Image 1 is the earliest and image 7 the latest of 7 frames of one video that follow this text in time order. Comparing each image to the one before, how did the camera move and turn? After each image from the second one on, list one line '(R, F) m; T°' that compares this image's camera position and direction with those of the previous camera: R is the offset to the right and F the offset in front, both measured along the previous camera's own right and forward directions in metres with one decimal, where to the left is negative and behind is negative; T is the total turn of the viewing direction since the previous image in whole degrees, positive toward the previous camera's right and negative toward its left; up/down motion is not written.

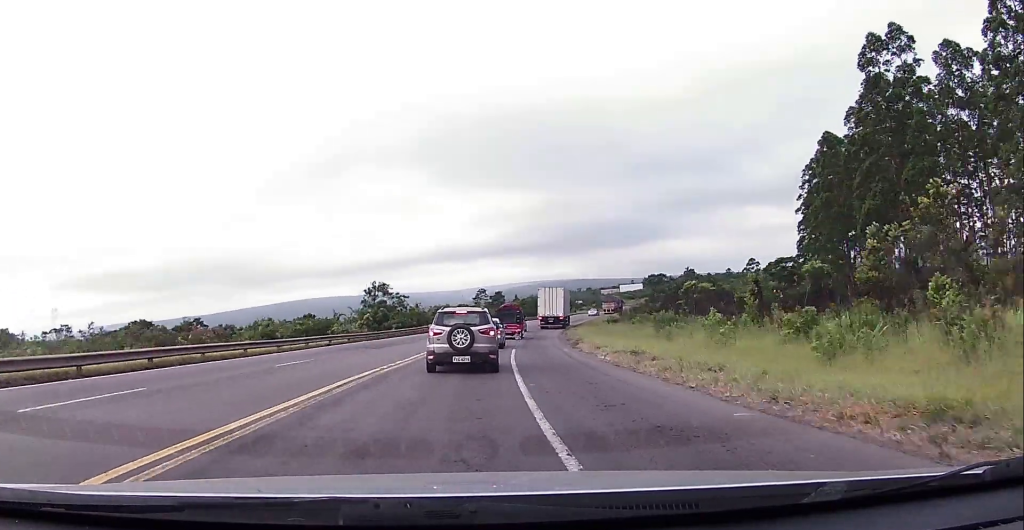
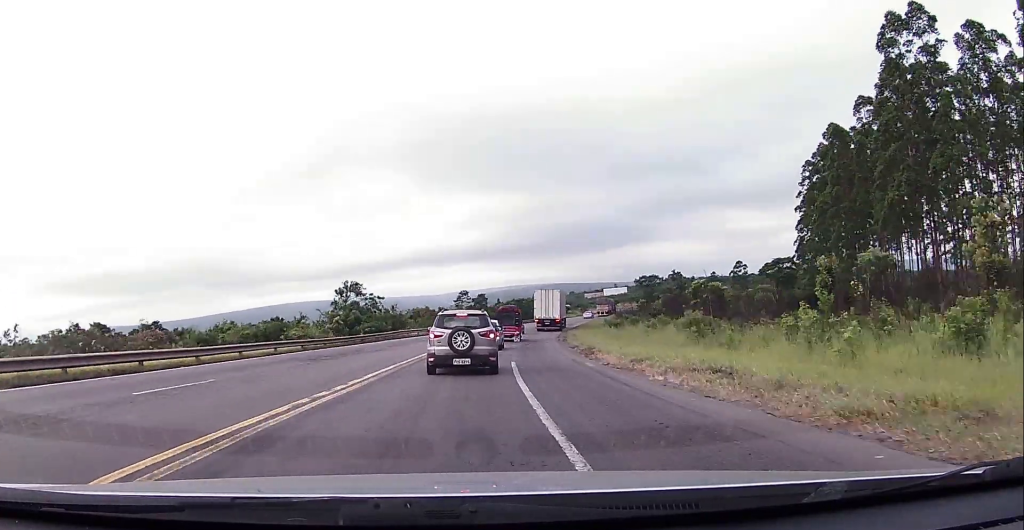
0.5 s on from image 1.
(0.0, +8.1) m; +2°
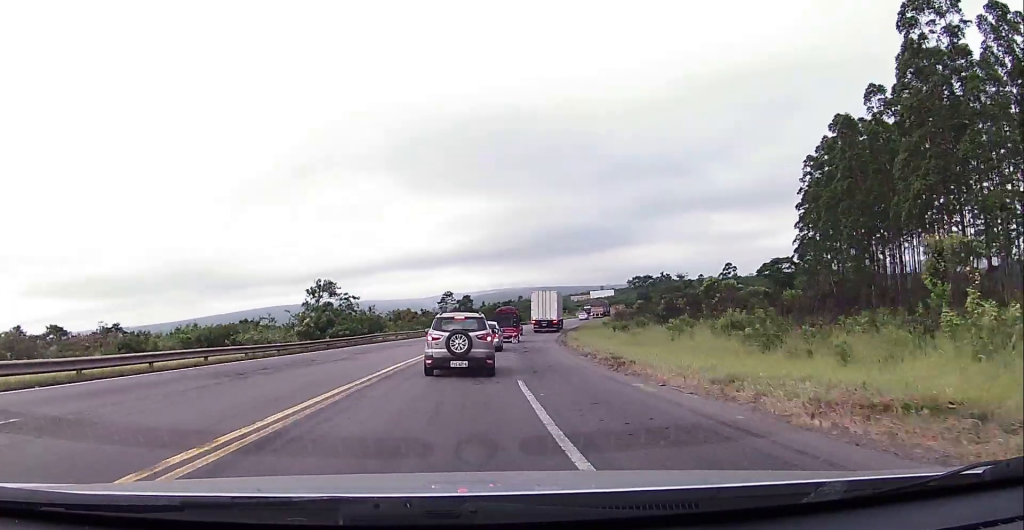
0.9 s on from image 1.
(+0.3, +7.2) m; +2°
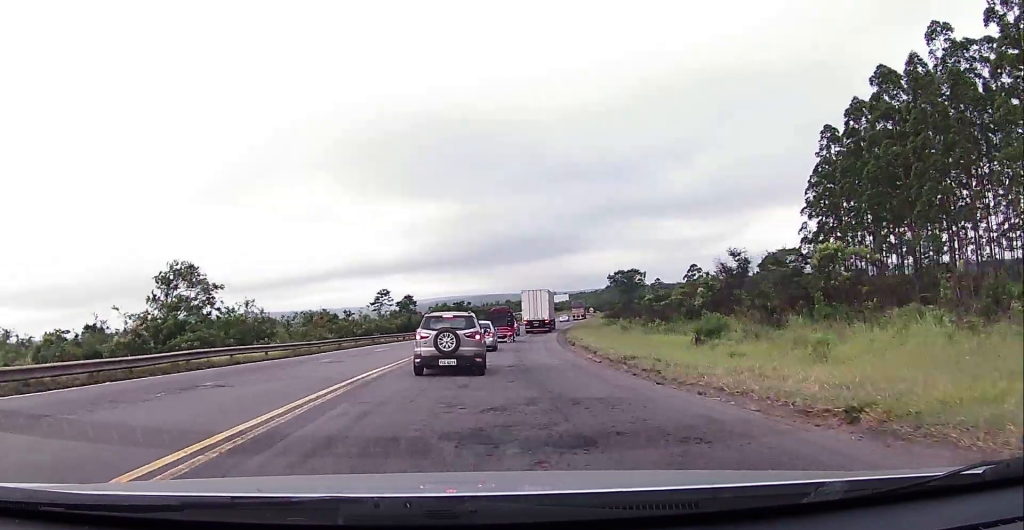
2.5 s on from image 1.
(+1.3, +26.6) m; +5°
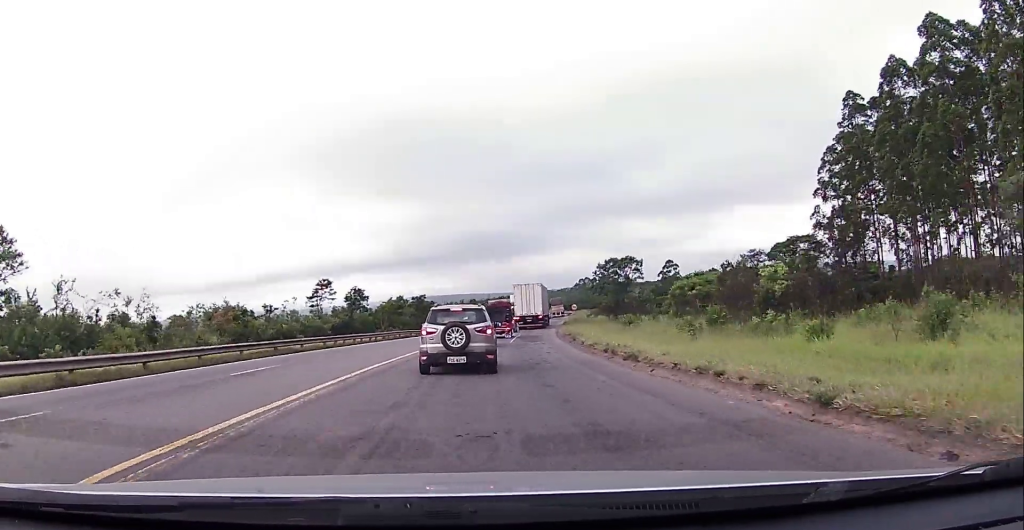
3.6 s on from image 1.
(+0.5, +18.3) m; +3°
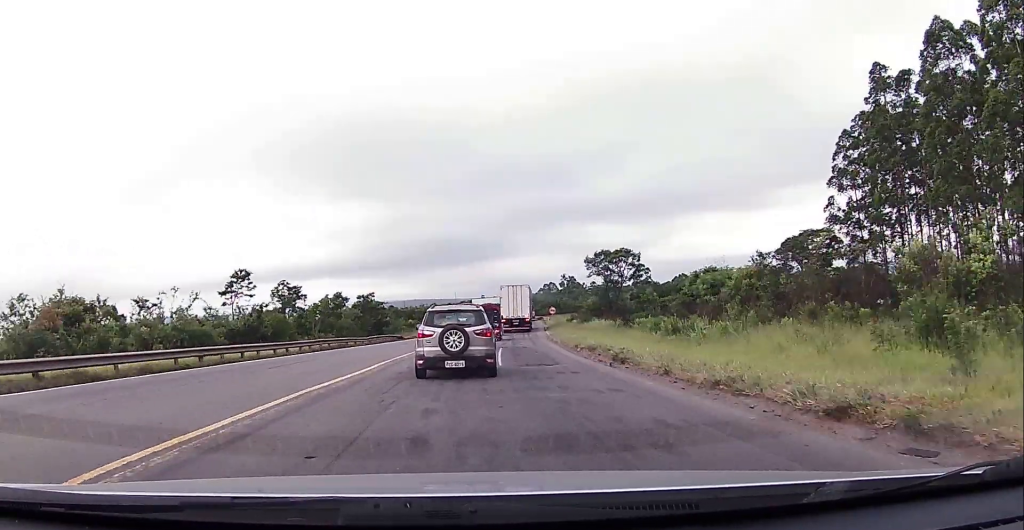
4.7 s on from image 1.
(+0.3, +17.3) m; +2°
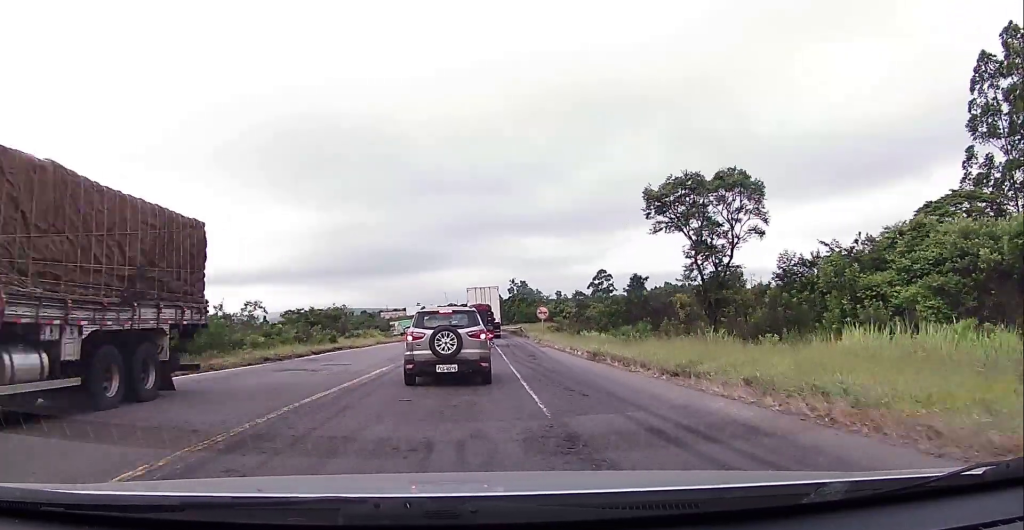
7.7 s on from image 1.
(+3.6, +44.4) m; +8°
